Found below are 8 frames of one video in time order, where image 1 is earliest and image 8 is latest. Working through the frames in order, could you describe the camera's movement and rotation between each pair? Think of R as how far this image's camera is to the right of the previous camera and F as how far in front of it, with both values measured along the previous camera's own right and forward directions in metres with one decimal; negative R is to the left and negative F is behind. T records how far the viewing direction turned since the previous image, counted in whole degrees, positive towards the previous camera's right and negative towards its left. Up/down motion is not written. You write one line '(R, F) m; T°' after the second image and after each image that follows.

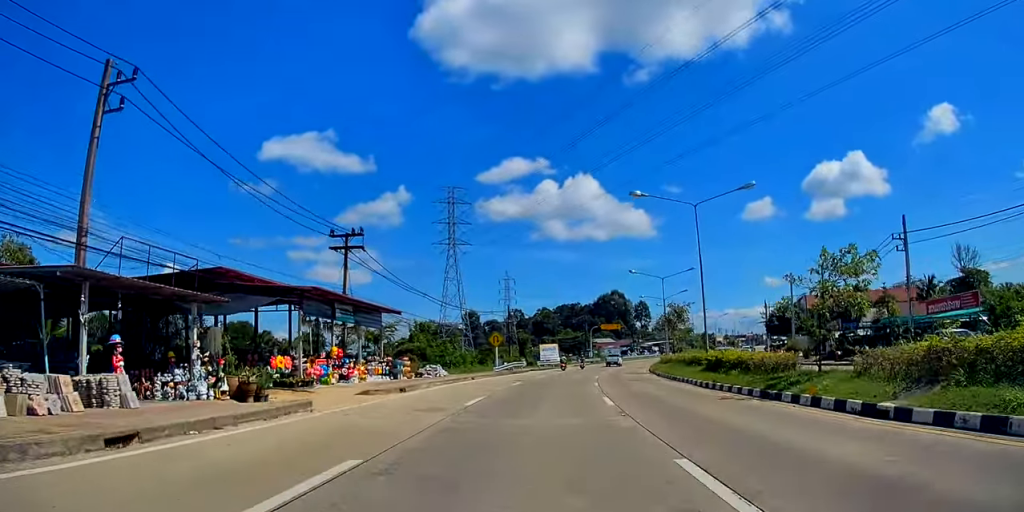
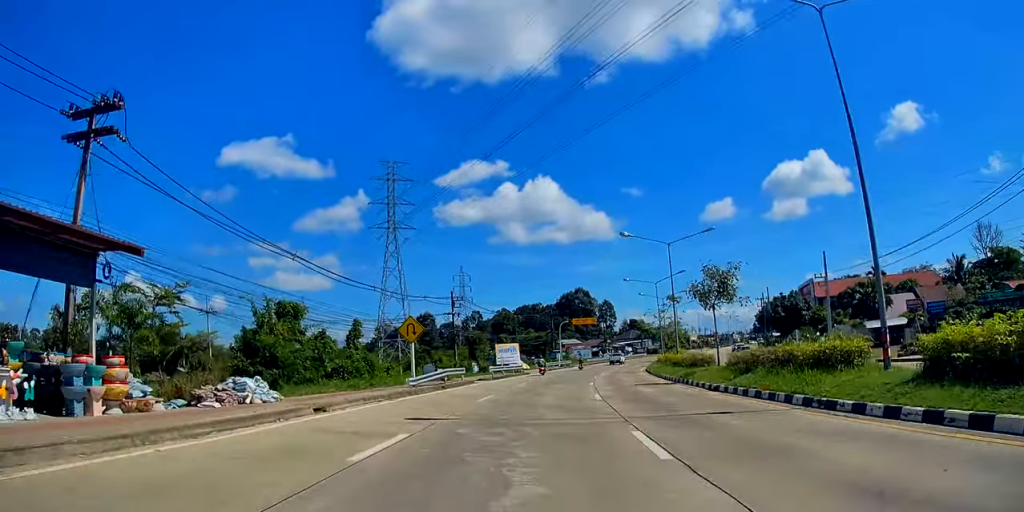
(+0.8, +20.8) m; +2°
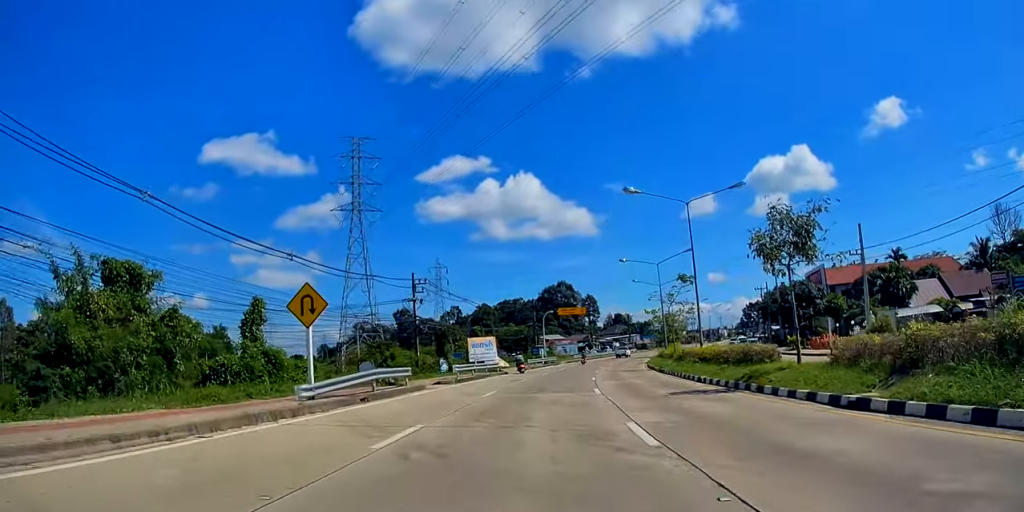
(-0.2, +11.3) m; 0°
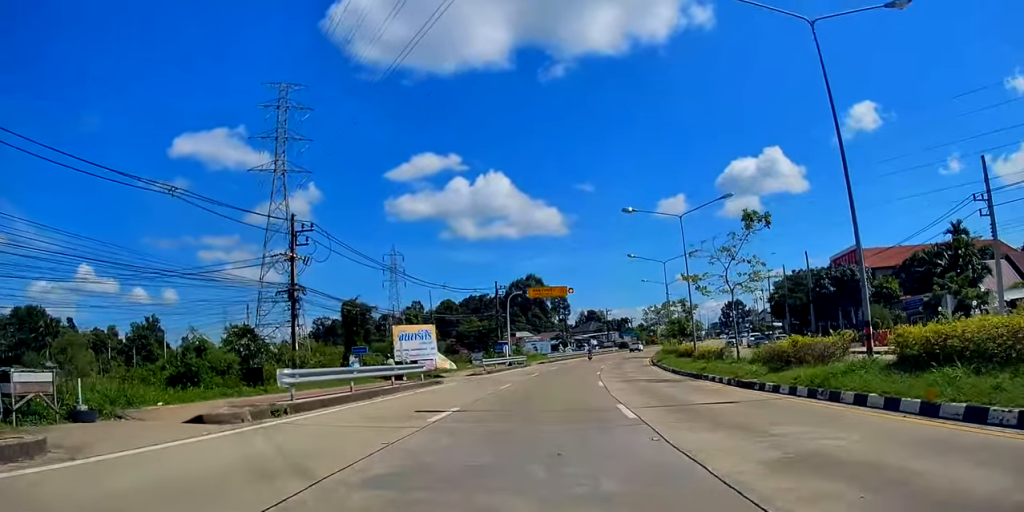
(+1.0, +20.6) m; +6°
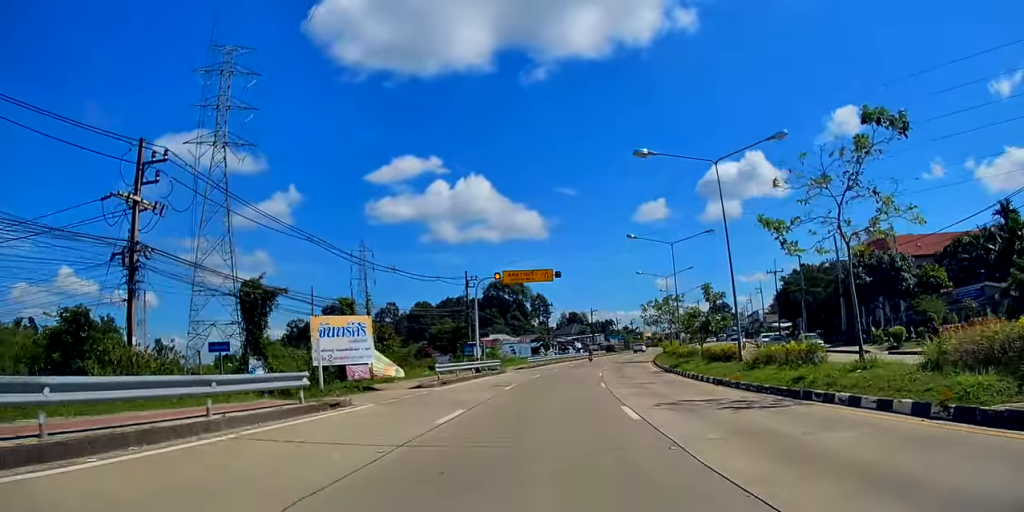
(+0.3, +11.4) m; +1°
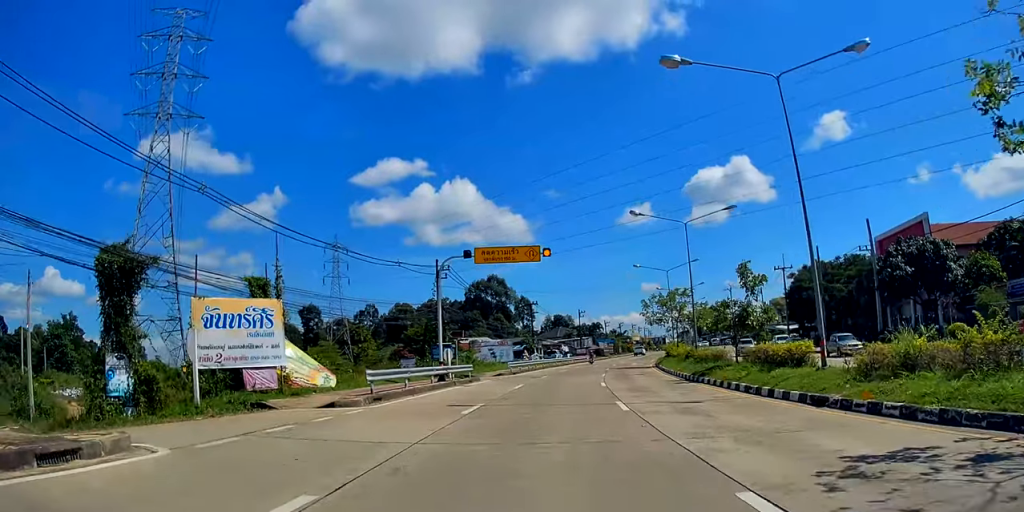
(0.0, +9.1) m; +1°
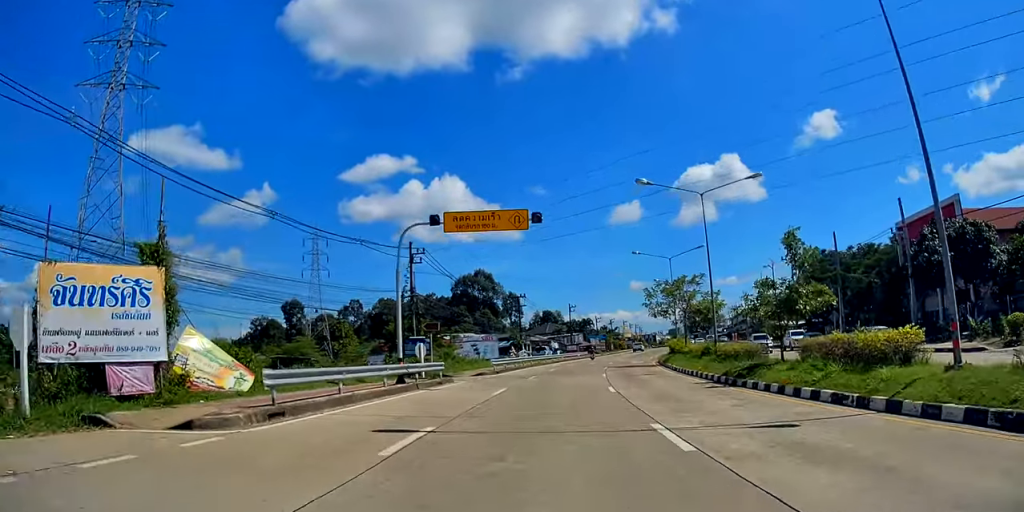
(-0.1, +6.7) m; +1°
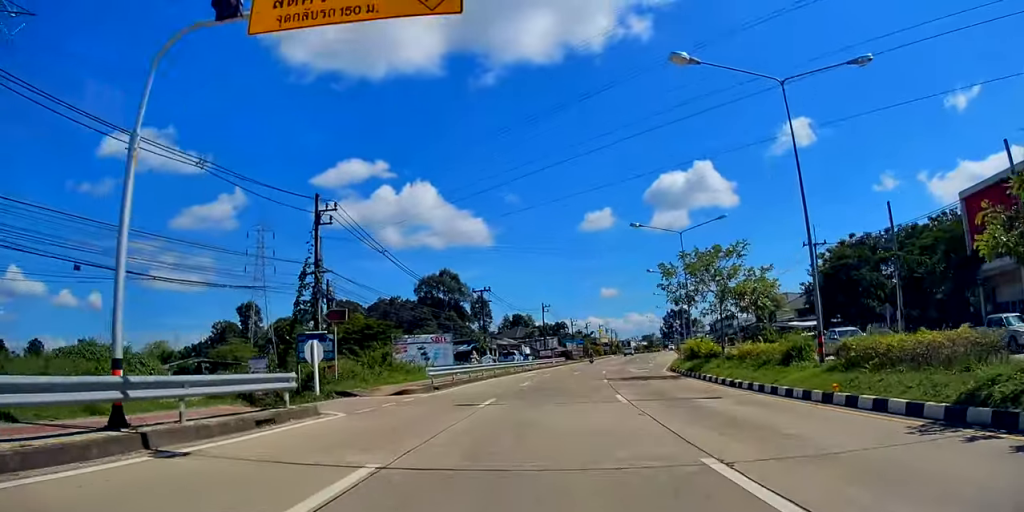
(+0.8, +15.8) m; +6°
